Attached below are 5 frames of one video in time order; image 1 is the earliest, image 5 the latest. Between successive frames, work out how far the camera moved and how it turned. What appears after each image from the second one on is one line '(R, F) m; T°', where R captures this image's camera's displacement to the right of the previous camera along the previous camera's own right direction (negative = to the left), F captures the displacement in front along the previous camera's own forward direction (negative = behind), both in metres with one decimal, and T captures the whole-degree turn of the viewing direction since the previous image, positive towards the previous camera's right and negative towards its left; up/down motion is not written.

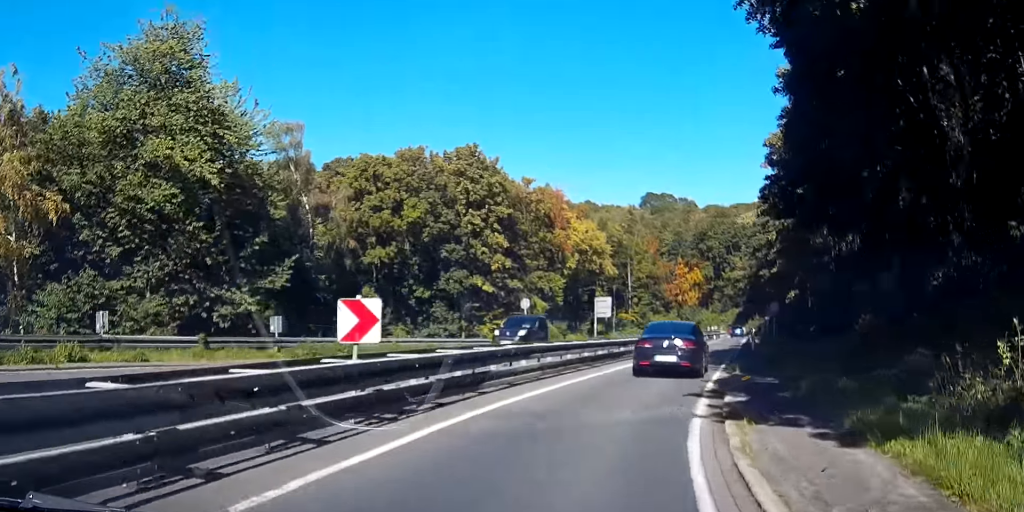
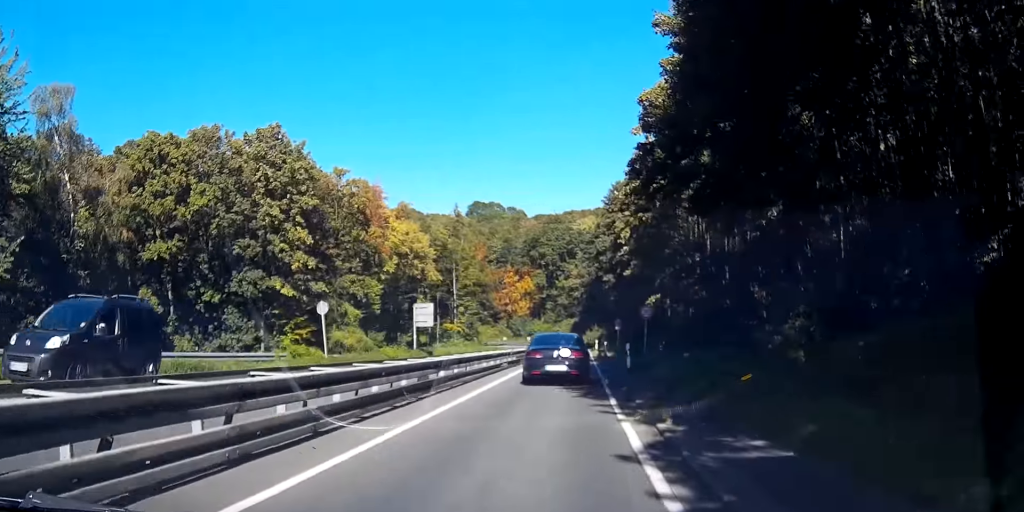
(+0.5, +6.7) m; +14°
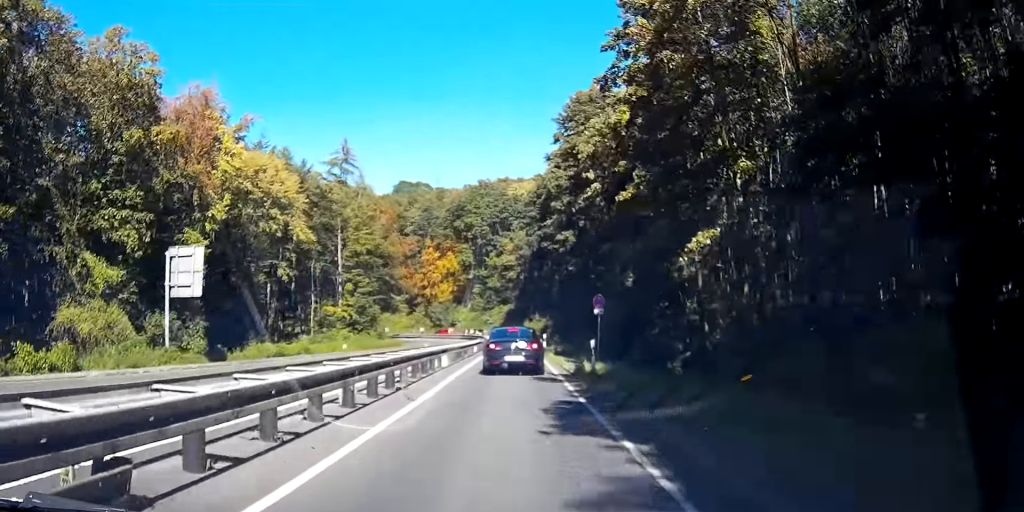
(+4.4, +26.5) m; +10°
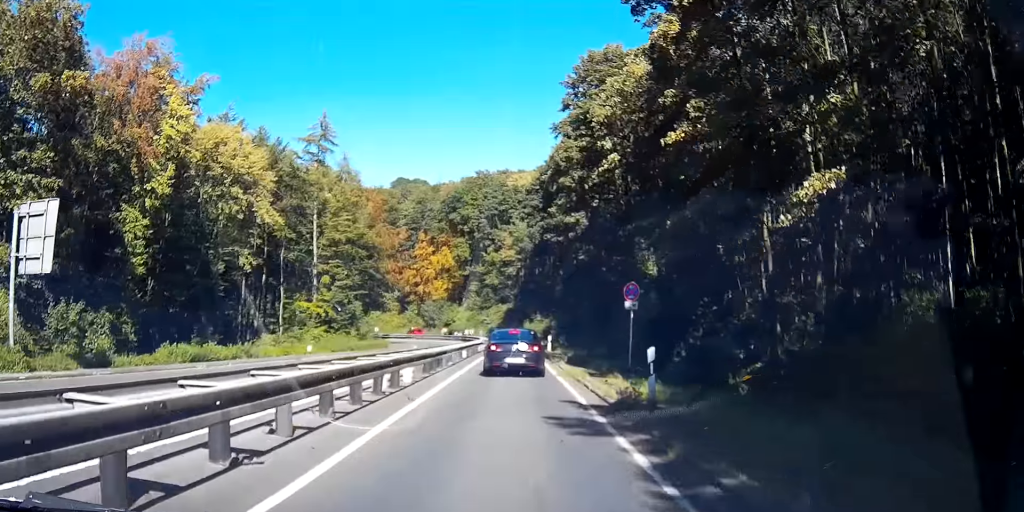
(0.0, +8.9) m; 0°
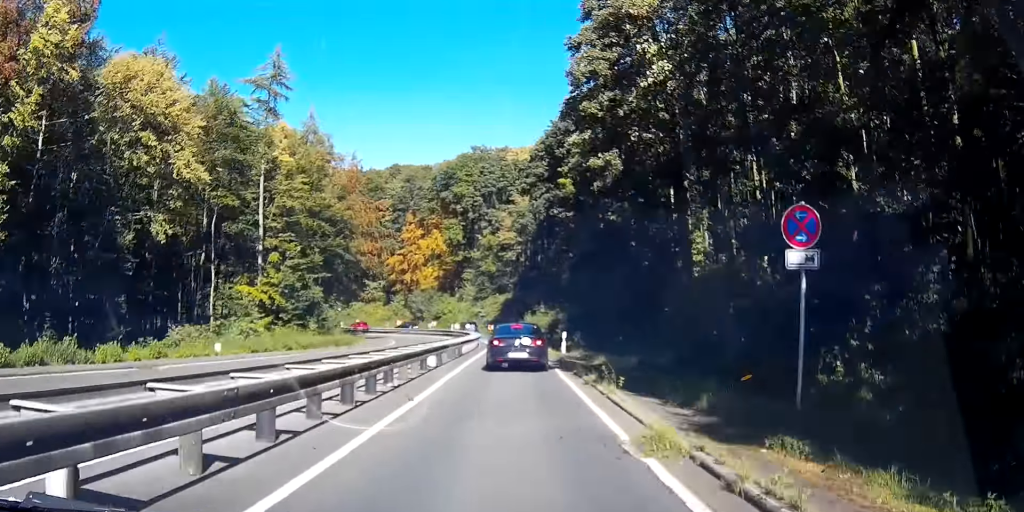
(0.0, +14.6) m; 0°
